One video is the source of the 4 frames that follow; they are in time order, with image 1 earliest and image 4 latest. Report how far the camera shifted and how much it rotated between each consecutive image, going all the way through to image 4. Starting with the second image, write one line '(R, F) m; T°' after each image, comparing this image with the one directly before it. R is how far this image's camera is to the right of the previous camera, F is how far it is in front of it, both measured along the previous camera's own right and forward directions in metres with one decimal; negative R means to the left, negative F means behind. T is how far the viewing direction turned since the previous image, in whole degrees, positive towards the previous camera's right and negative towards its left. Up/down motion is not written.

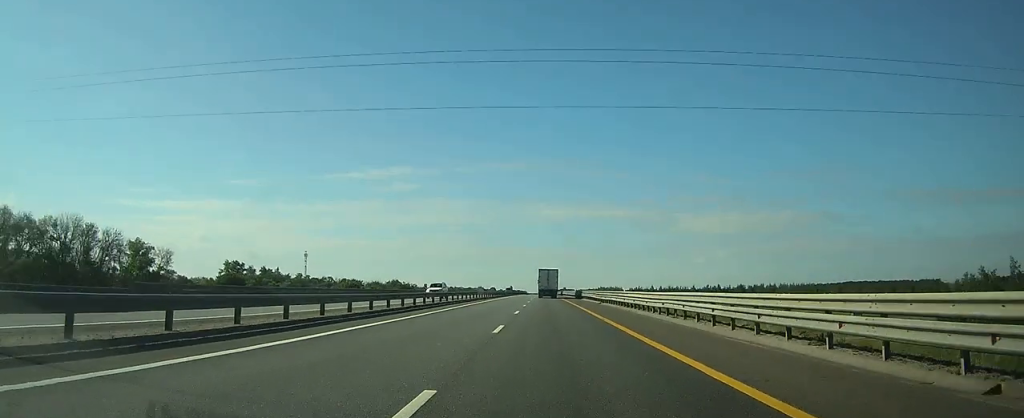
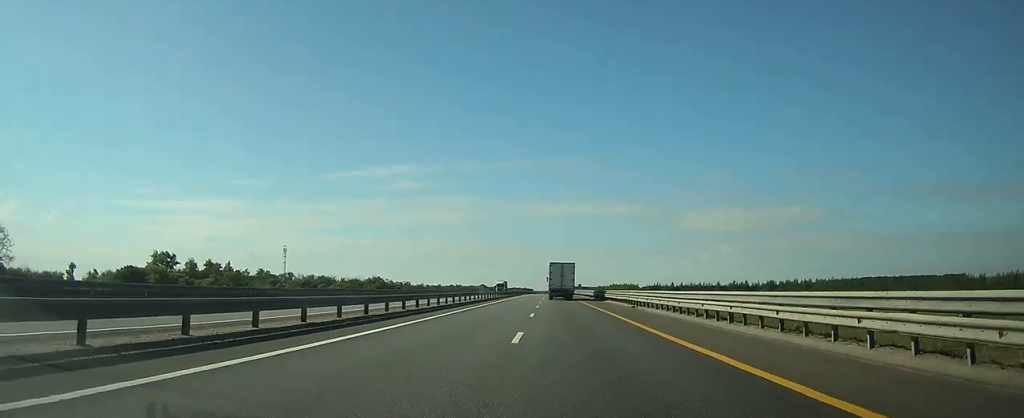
(-0.3, +51.2) m; -1°
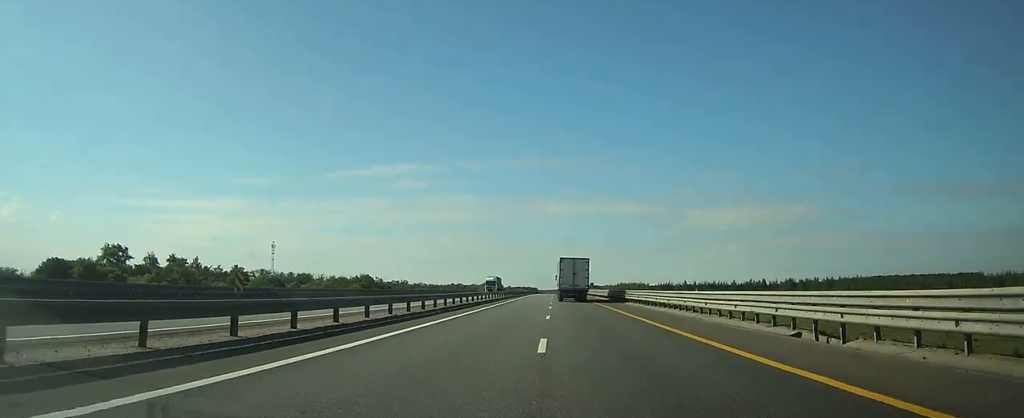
(0.0, +26.2) m; 0°
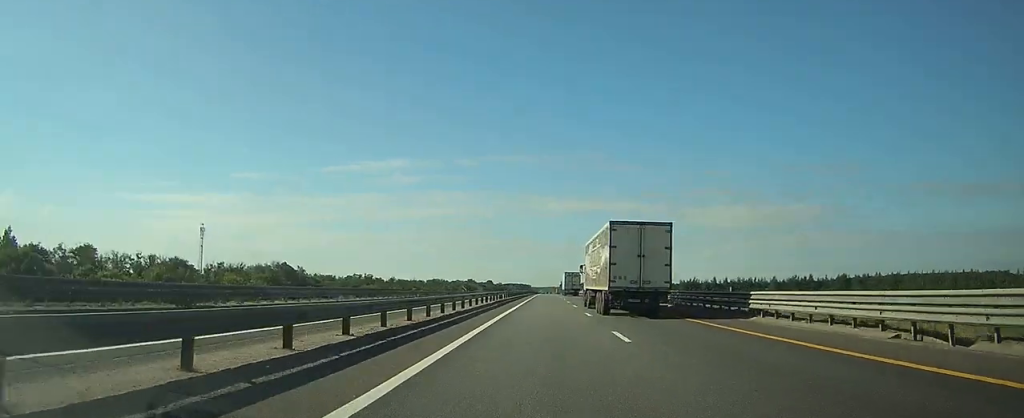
(-0.7, +82.8) m; 0°
